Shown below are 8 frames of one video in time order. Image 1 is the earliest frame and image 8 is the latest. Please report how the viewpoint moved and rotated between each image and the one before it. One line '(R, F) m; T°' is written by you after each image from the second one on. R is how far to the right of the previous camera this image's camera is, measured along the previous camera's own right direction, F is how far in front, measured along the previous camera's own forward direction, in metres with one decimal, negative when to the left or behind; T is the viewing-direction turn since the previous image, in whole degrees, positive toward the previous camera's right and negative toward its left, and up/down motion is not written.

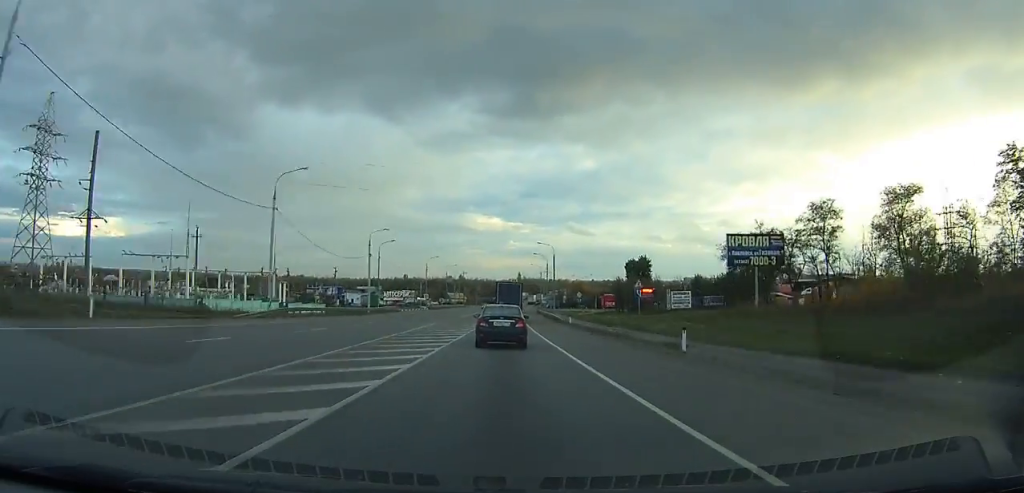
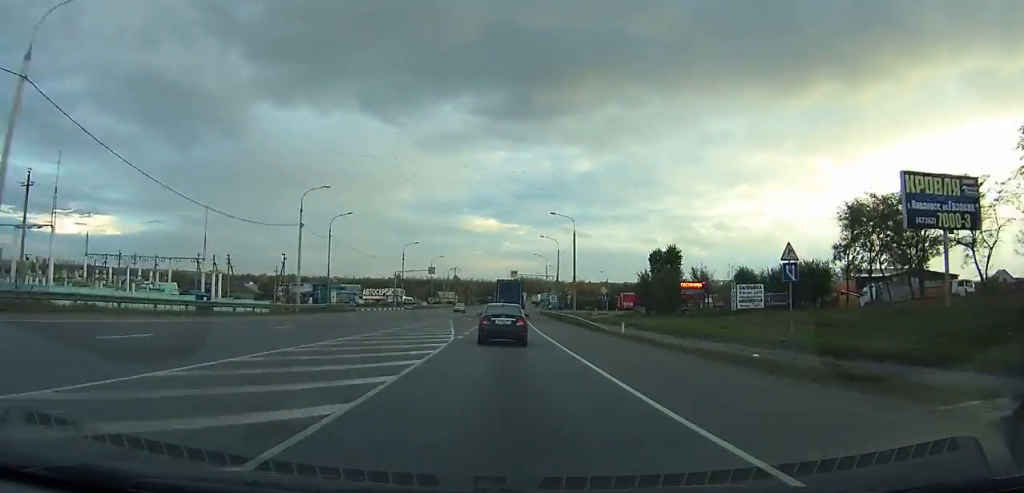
(+0.3, +27.9) m; +1°
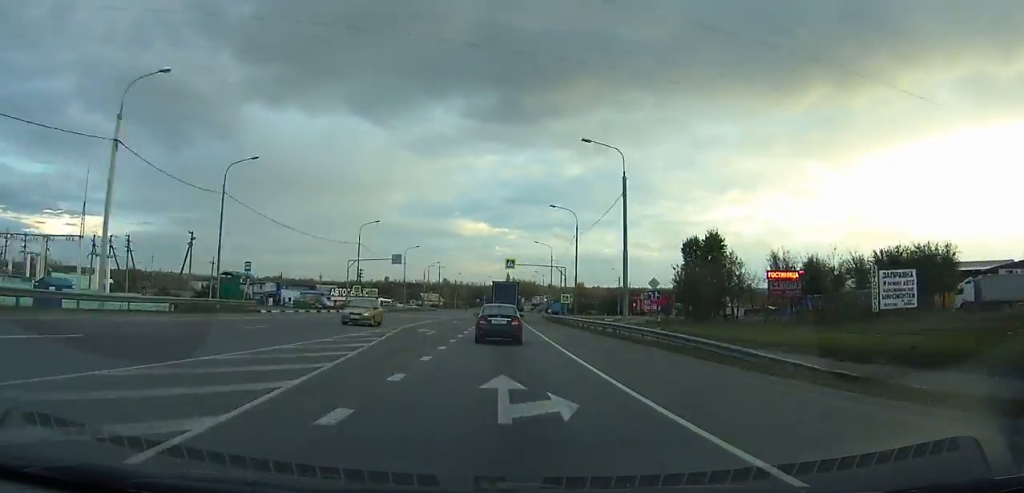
(0.0, +28.0) m; +1°
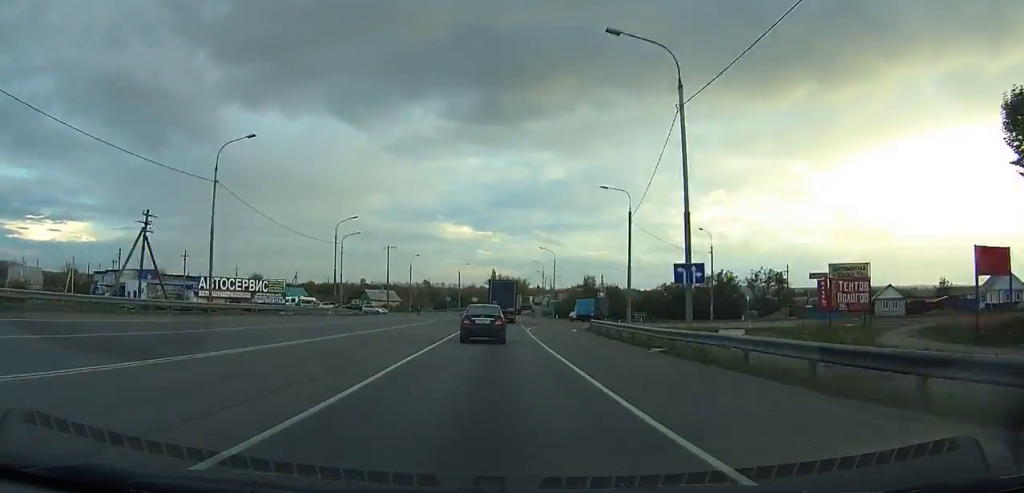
(+1.2, +67.2) m; +2°
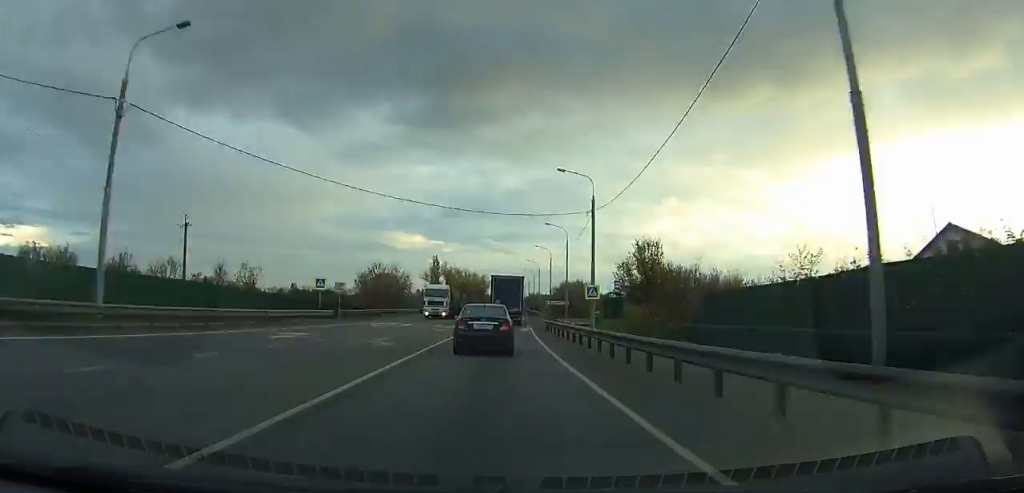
(+4.1, +116.2) m; +5°
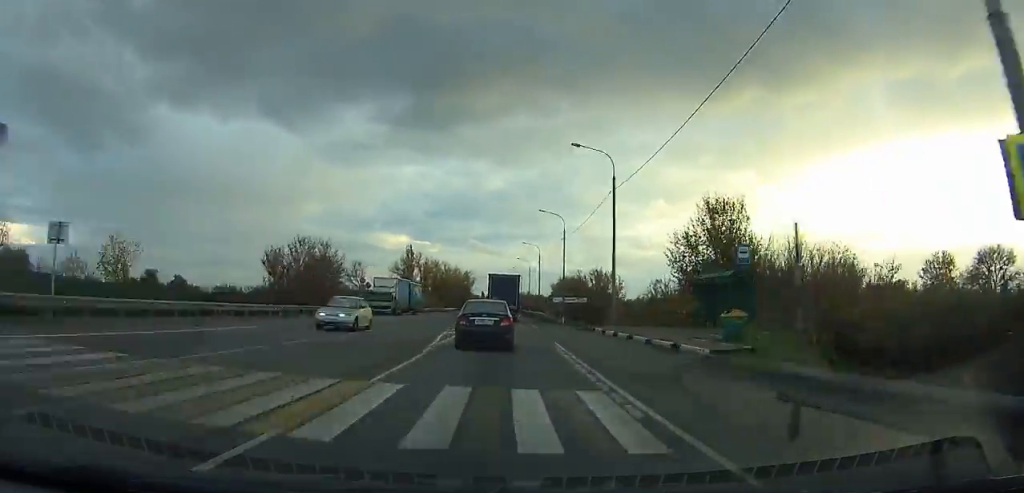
(+0.4, +34.3) m; +1°
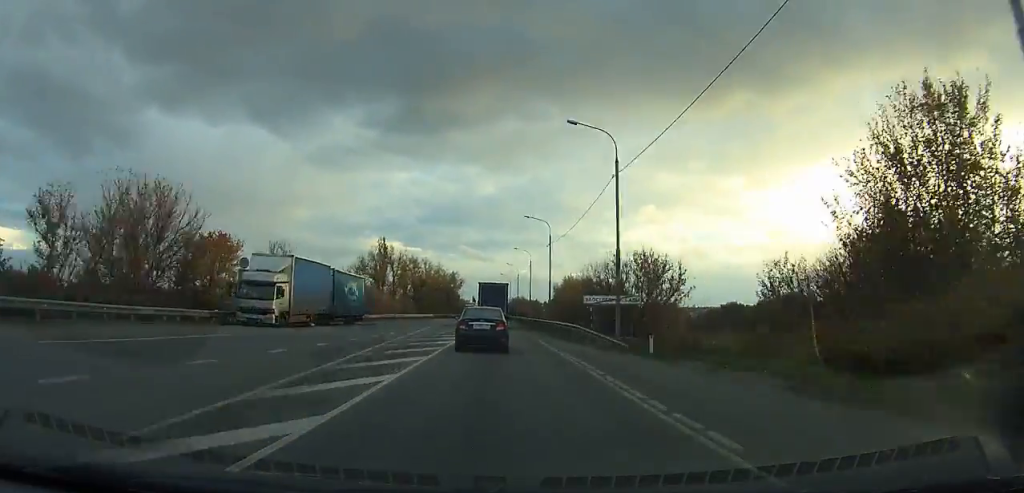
(+0.3, +32.2) m; +1°
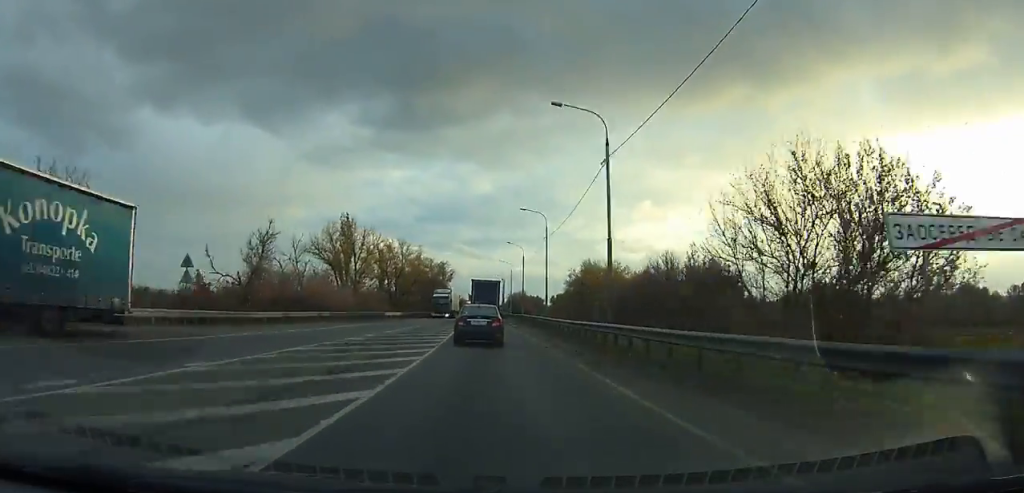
(+0.2, +33.9) m; 0°
